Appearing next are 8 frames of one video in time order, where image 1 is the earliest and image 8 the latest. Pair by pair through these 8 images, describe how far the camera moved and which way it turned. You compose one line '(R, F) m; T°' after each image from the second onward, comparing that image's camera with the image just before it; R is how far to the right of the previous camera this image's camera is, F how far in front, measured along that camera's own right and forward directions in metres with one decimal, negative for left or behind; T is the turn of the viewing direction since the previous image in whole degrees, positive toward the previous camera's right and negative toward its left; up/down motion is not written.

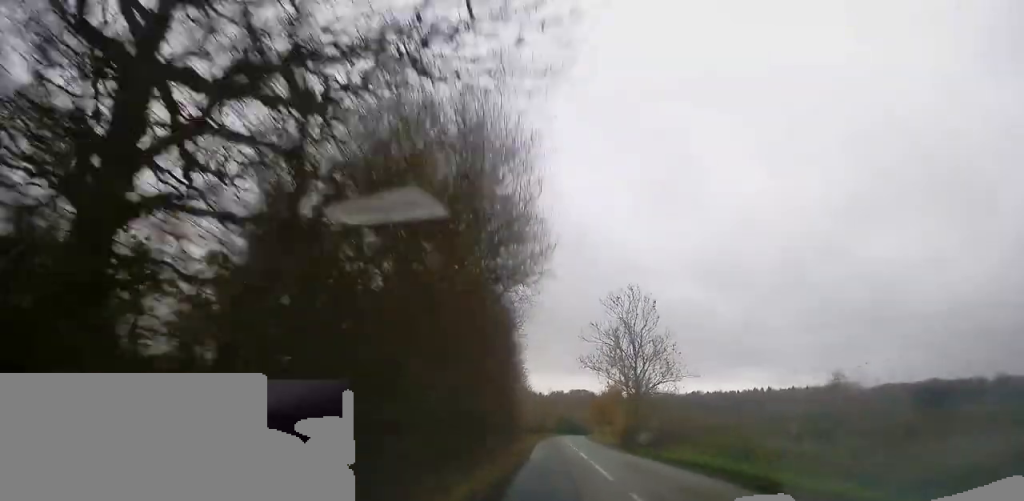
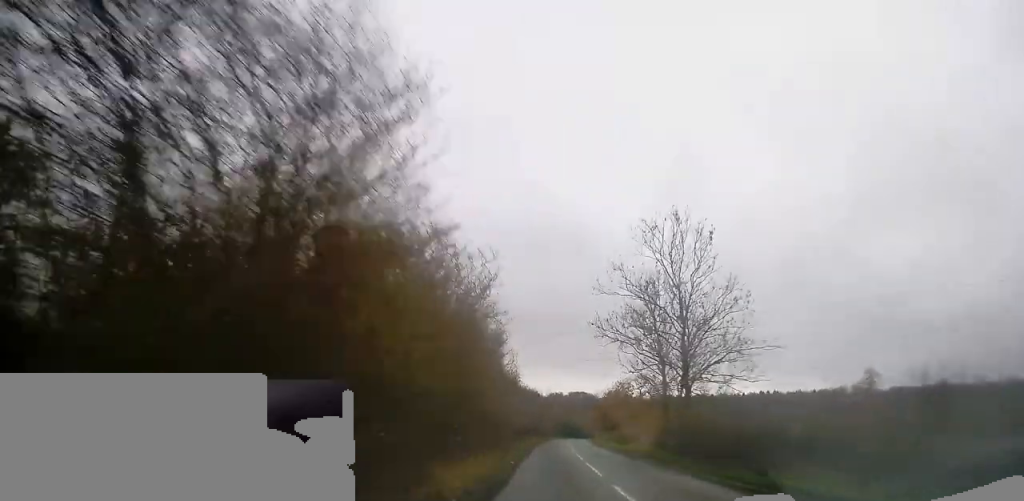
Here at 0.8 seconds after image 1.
(-0.1, +15.7) m; -1°
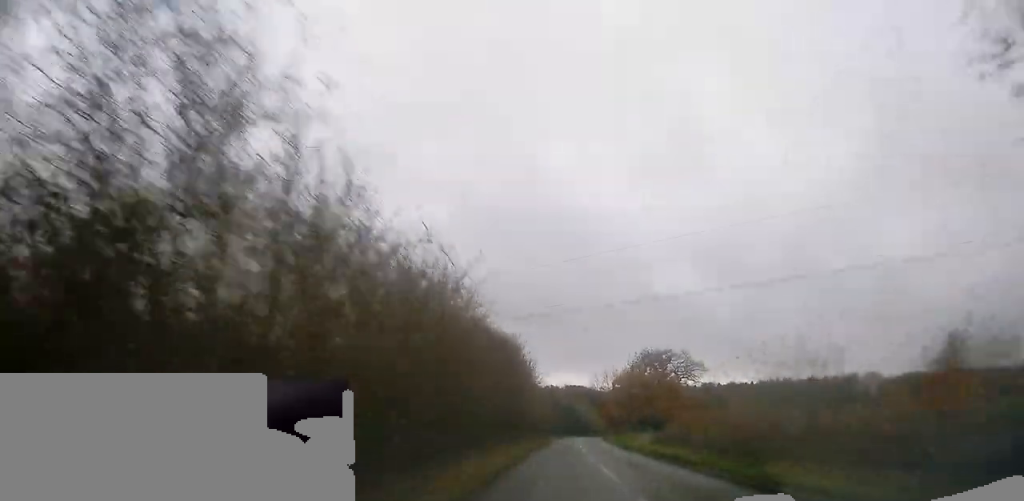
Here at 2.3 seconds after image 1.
(-0.1, +30.8) m; 0°
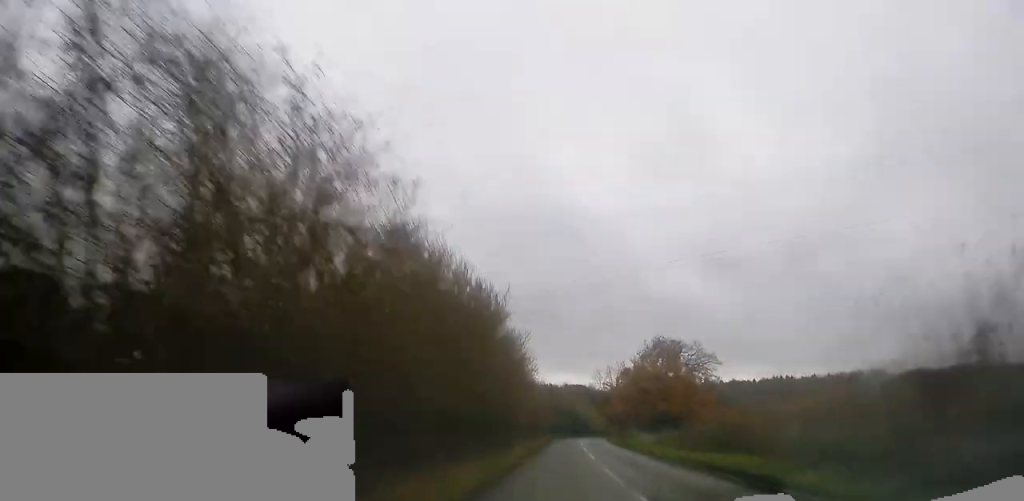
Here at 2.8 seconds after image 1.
(0.0, +8.4) m; 0°
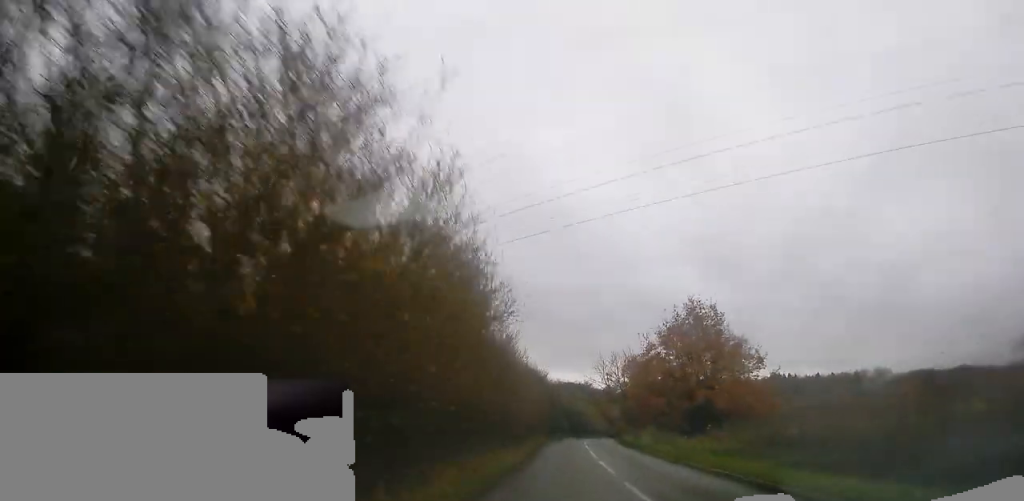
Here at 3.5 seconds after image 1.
(0.0, +16.2) m; +1°
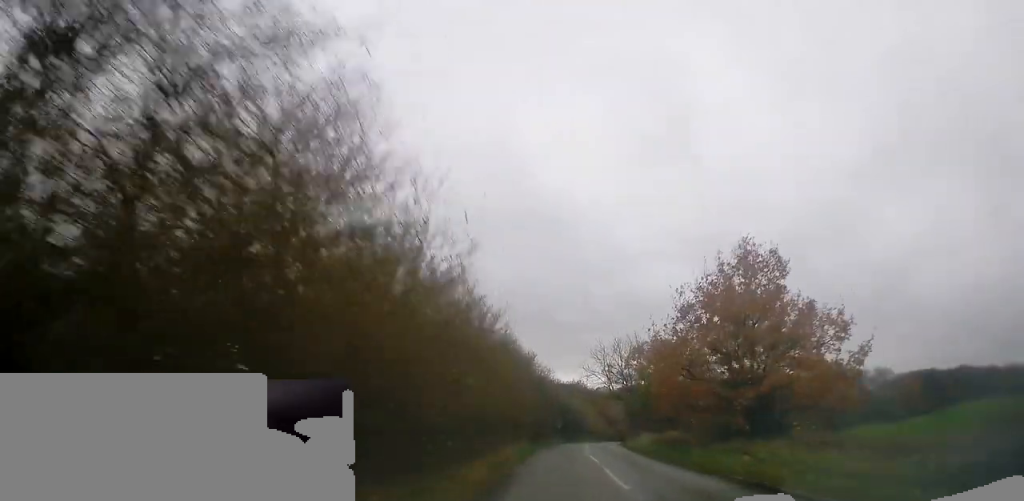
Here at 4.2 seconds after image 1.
(+0.1, +13.4) m; +1°
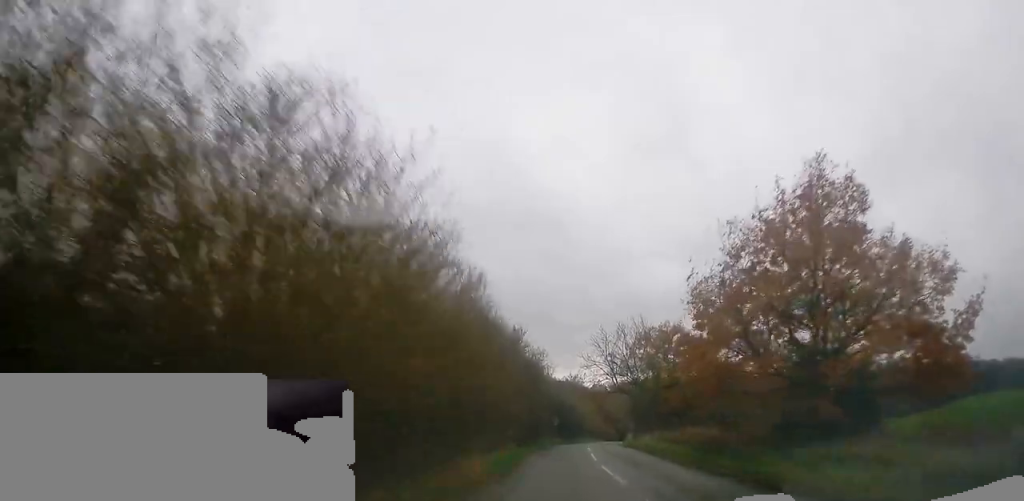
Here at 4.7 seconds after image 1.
(0.0, +9.1) m; 0°
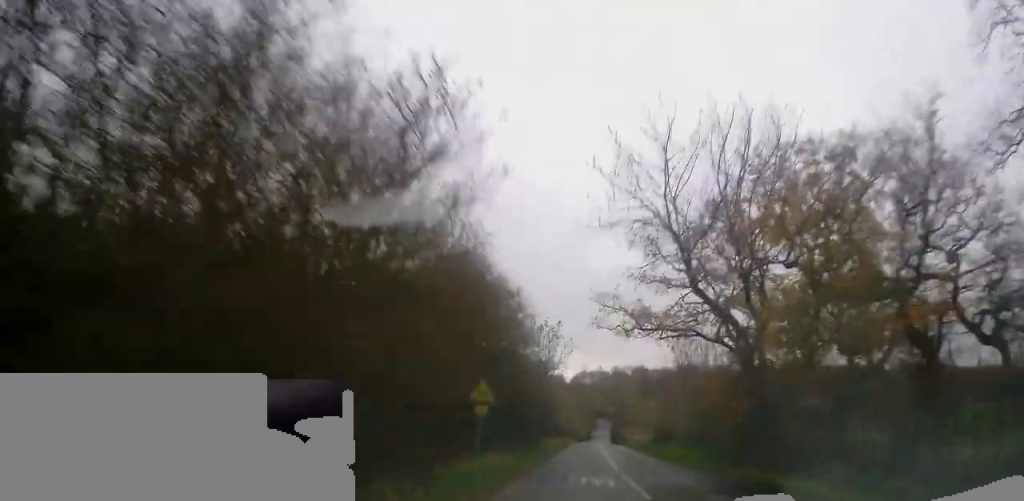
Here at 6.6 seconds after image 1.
(+1.0, +38.7) m; +3°
